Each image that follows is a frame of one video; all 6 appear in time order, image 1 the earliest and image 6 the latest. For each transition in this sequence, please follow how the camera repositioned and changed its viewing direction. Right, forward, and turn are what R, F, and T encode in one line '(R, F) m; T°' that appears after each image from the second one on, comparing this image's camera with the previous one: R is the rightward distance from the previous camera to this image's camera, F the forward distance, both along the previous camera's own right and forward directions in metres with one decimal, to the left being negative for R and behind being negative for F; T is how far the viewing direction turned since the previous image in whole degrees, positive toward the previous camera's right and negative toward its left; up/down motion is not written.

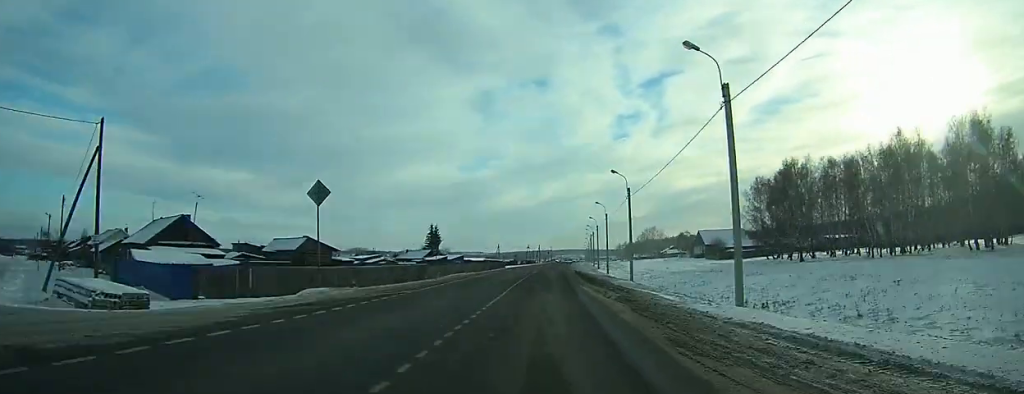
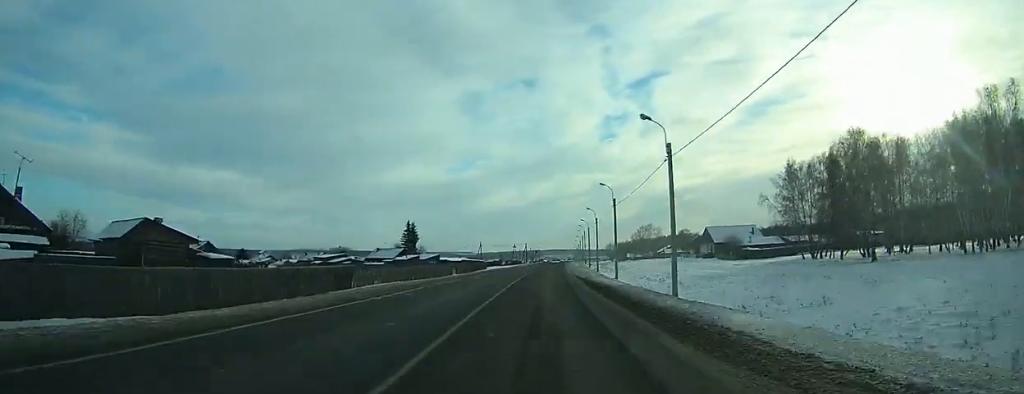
(+0.2, +19.9) m; +1°
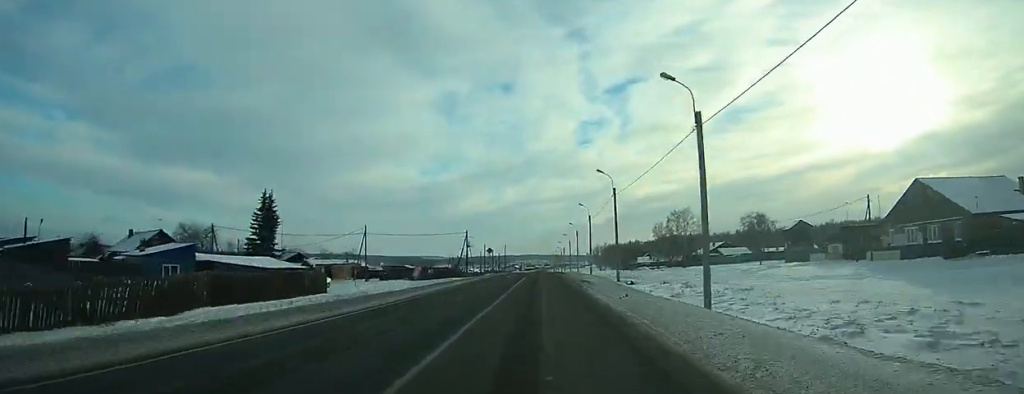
(+3.1, +102.8) m; +3°
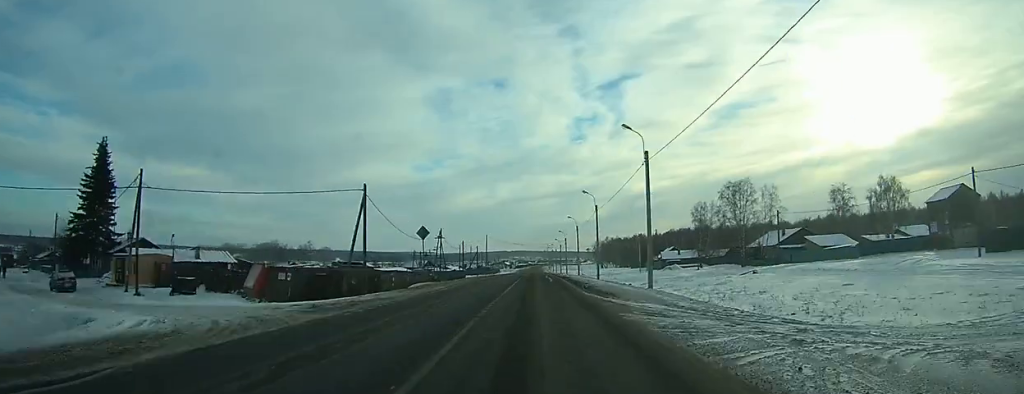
(+0.4, +47.8) m; +1°
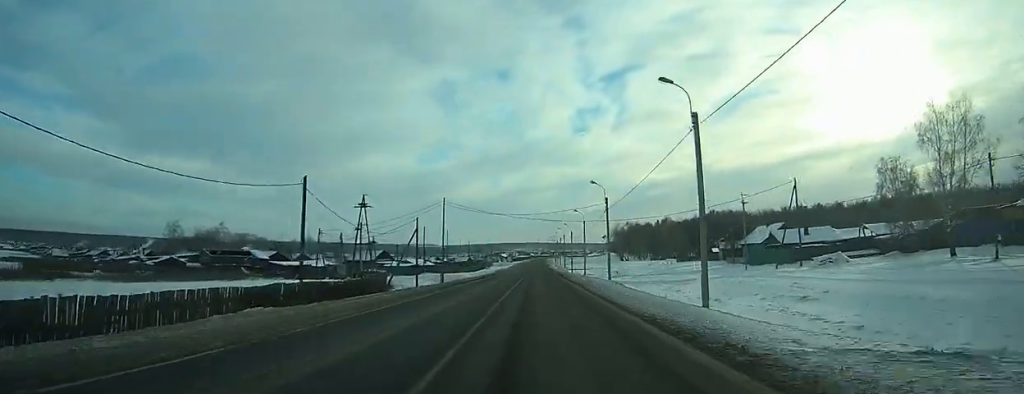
(-0.1, +71.1) m; 0°
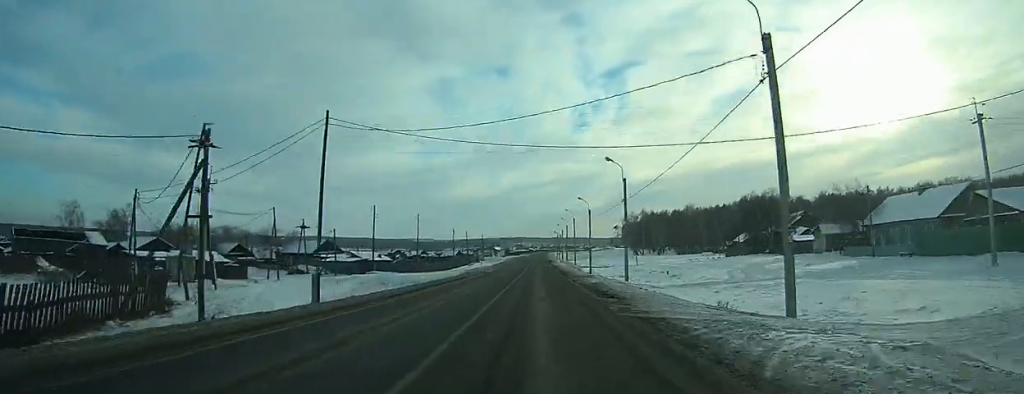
(0.0, +43.9) m; 0°
